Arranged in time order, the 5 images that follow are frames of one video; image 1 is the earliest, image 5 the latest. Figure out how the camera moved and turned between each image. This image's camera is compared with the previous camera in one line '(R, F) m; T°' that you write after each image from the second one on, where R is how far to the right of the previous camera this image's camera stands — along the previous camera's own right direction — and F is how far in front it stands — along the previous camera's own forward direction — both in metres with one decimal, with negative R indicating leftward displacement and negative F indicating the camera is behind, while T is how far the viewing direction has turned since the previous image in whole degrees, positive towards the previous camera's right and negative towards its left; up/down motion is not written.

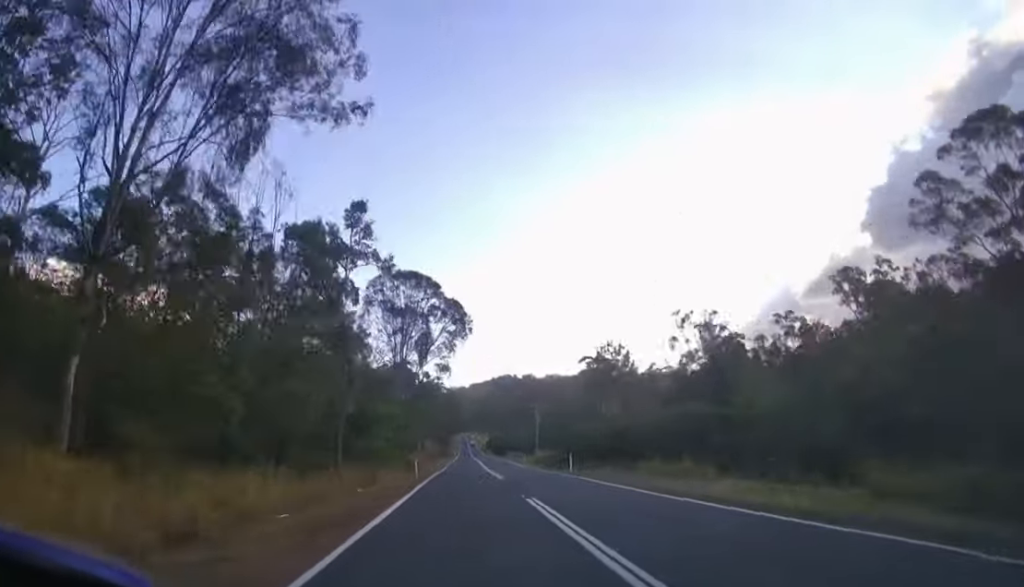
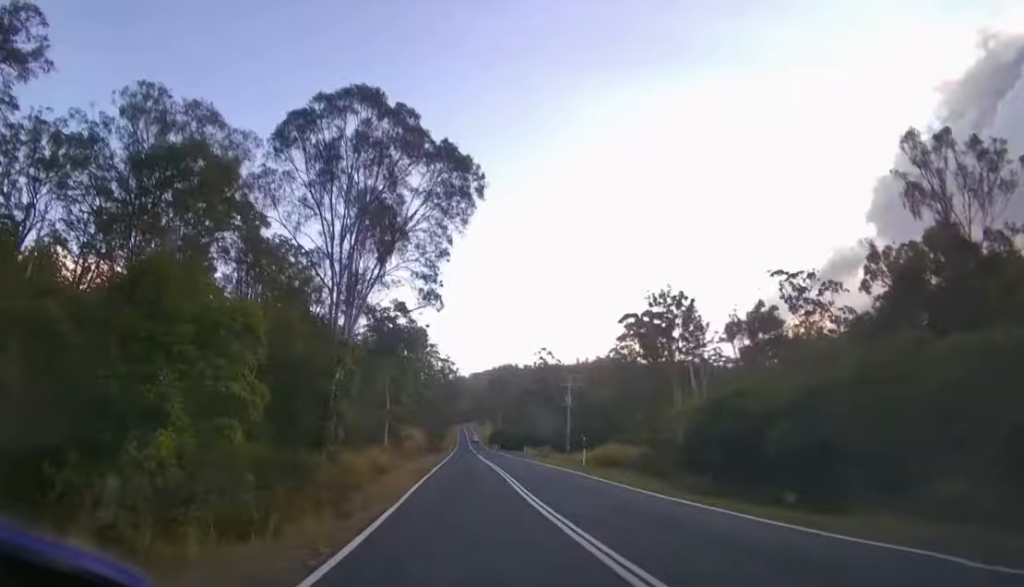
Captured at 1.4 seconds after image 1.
(-0.1, +32.9) m; 0°
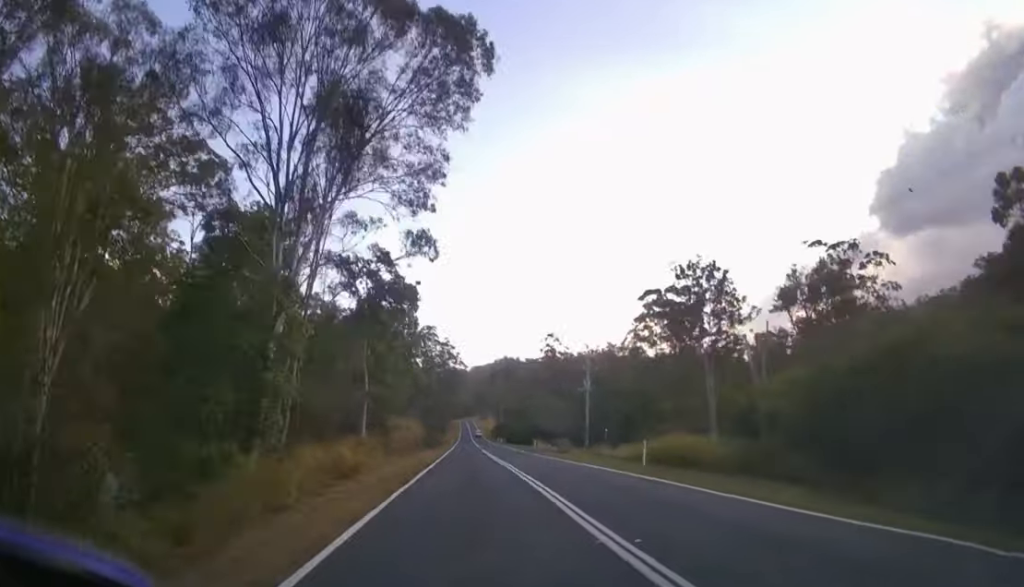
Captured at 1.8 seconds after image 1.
(0.0, +10.9) m; 0°
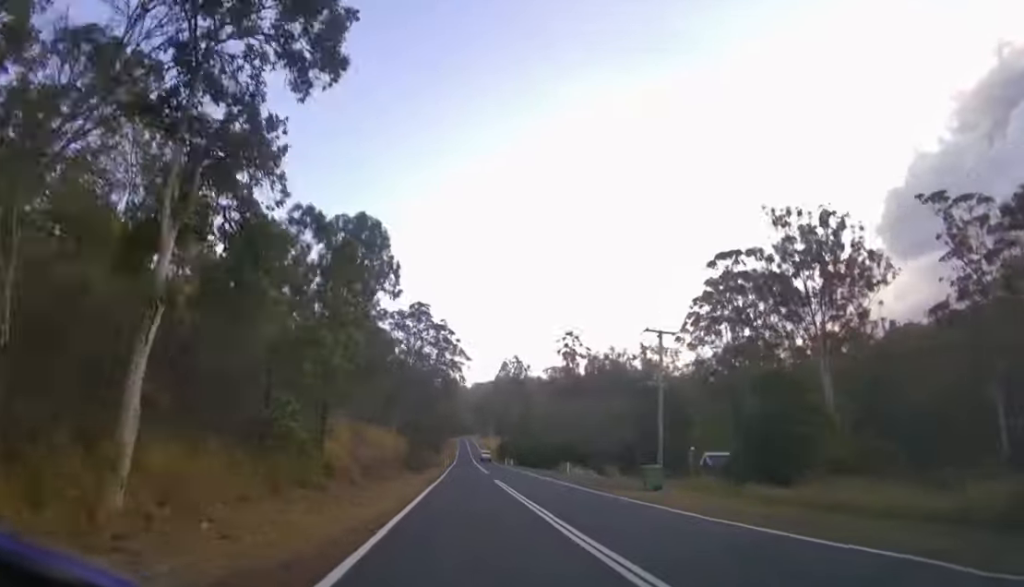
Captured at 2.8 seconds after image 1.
(0.0, +23.2) m; 0°
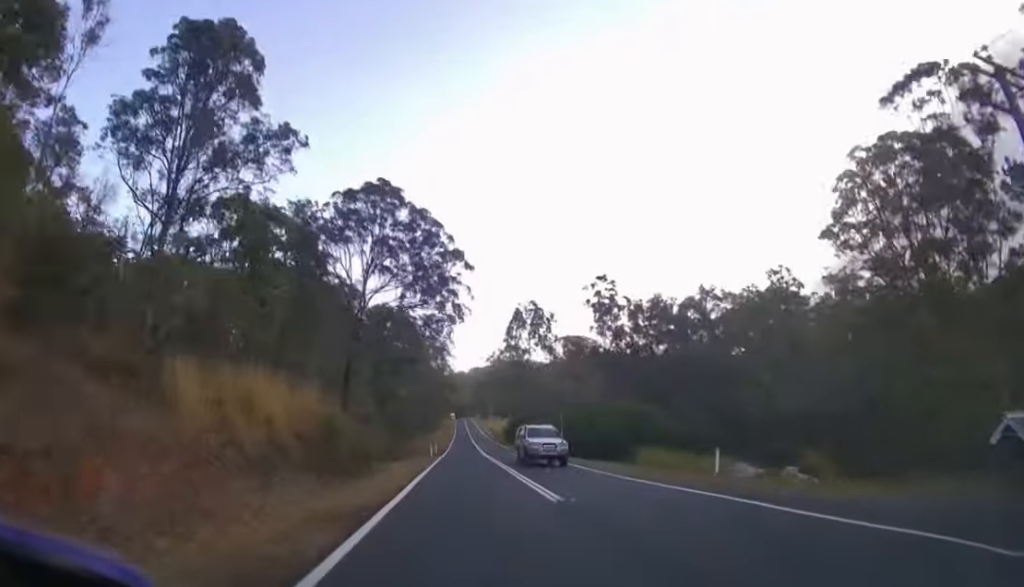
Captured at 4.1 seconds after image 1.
(0.0, +26.3) m; 0°
